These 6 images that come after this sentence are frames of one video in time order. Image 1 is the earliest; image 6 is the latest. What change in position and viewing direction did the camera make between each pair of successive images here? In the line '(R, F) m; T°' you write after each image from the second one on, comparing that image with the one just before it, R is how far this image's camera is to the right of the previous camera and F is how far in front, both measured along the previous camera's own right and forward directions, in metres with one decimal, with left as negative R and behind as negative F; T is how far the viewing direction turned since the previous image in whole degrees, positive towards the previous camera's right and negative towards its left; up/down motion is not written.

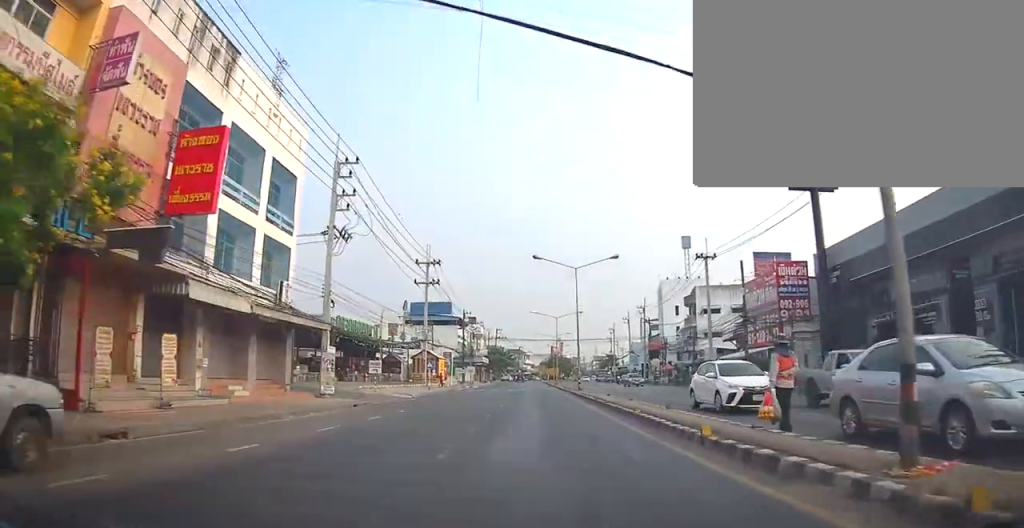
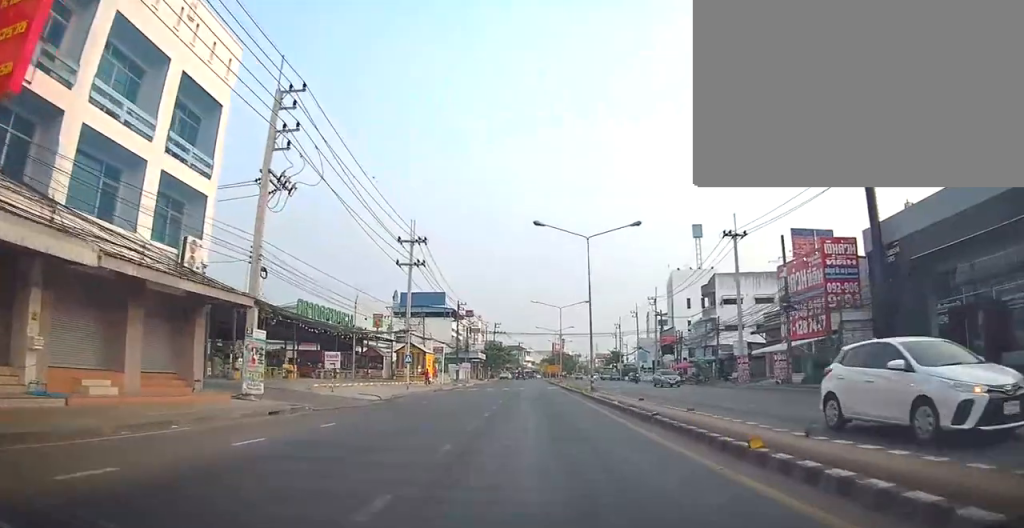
(0.0, +8.1) m; 0°
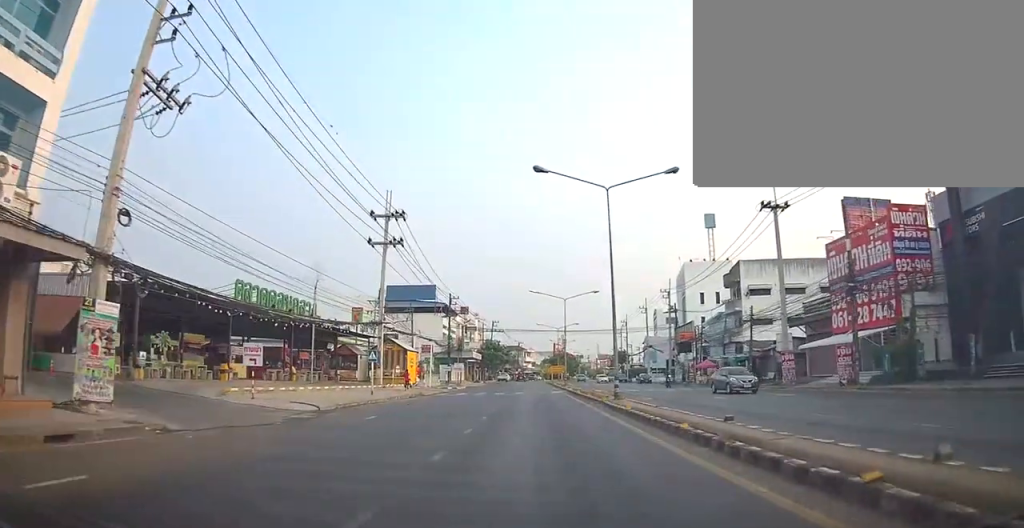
(0.0, +8.6) m; +1°
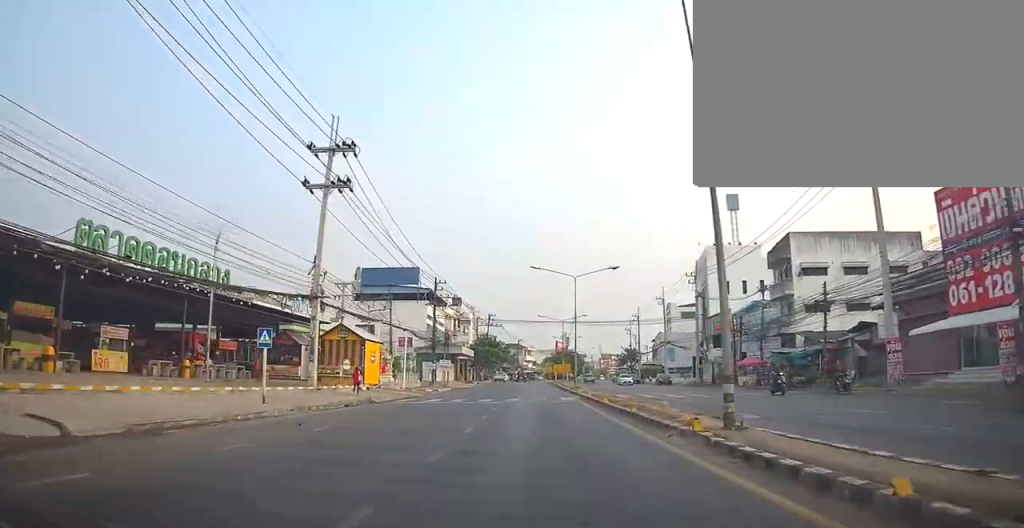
(0.0, +12.3) m; +3°
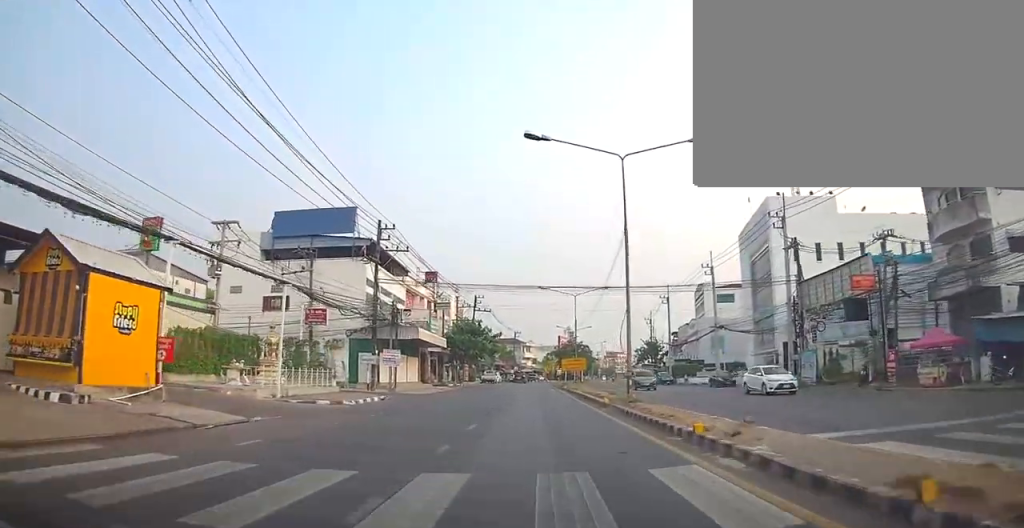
(+1.3, +24.1) m; +2°
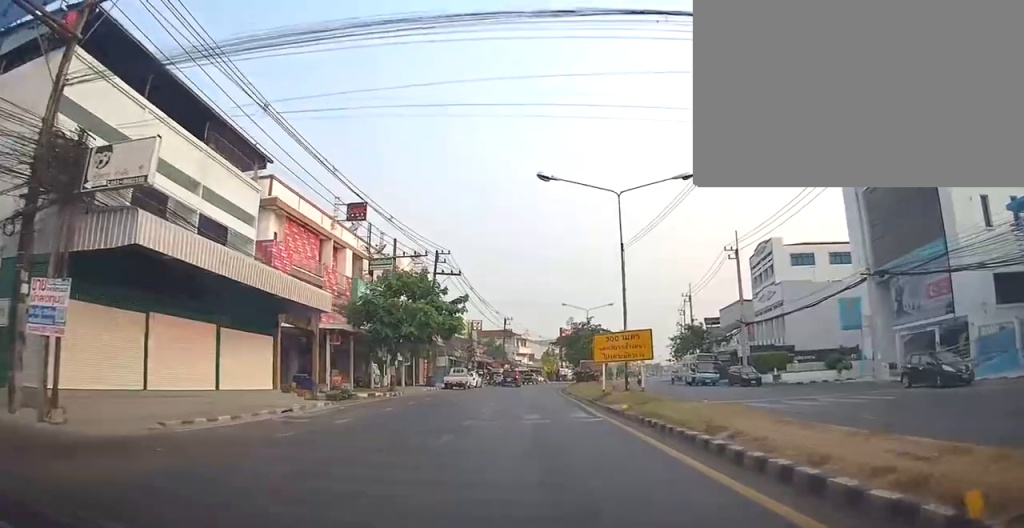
(-0.8, +30.3) m; -2°
